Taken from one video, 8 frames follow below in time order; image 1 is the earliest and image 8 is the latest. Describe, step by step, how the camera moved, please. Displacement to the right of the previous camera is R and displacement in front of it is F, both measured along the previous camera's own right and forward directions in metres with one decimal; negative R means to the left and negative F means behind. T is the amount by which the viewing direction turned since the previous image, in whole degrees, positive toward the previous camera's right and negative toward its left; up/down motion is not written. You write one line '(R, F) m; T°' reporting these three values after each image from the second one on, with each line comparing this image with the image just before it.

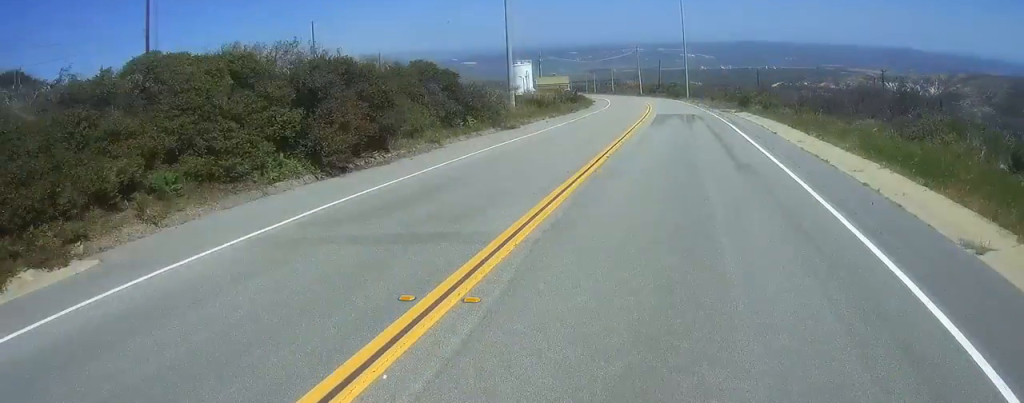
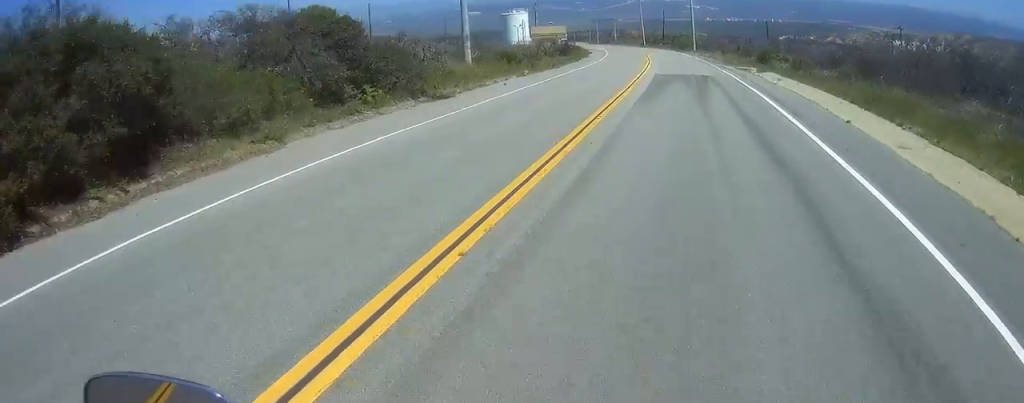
(0.0, +10.7) m; 0°
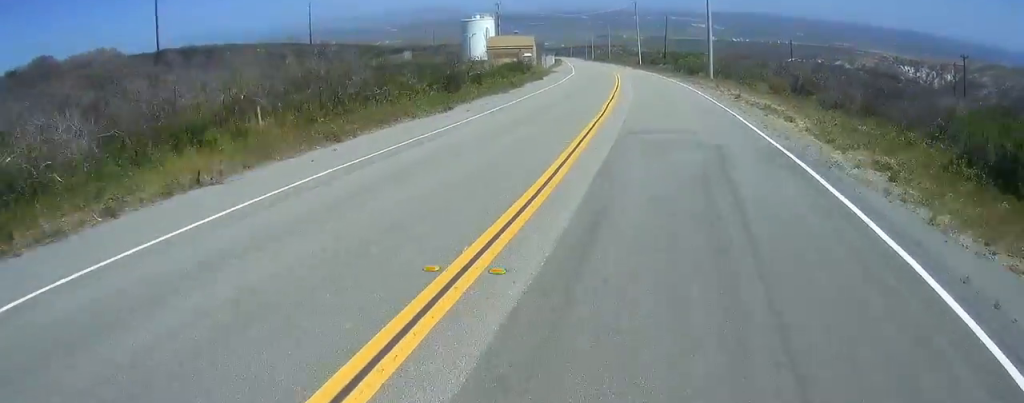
(+0.3, +36.8) m; +1°
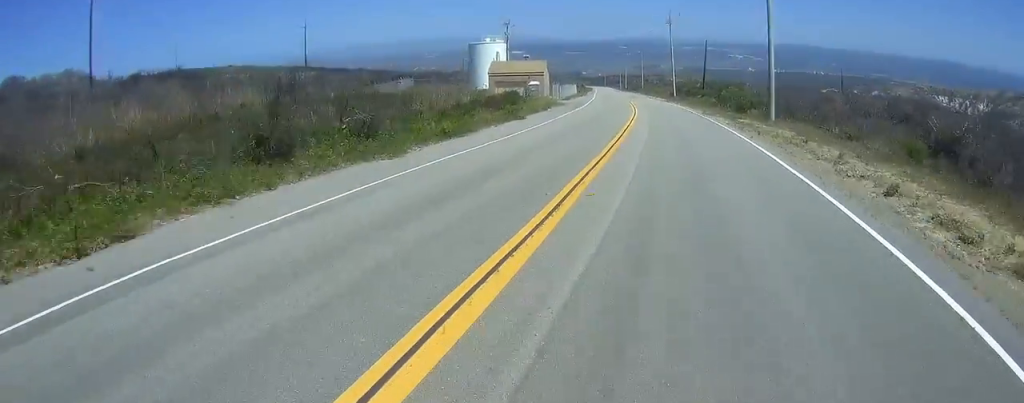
(0.0, +18.9) m; -1°
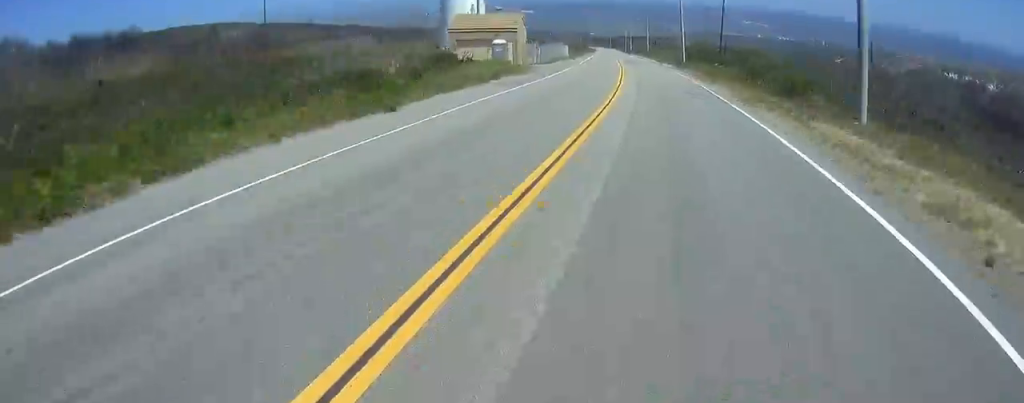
(-0.4, +18.6) m; -2°
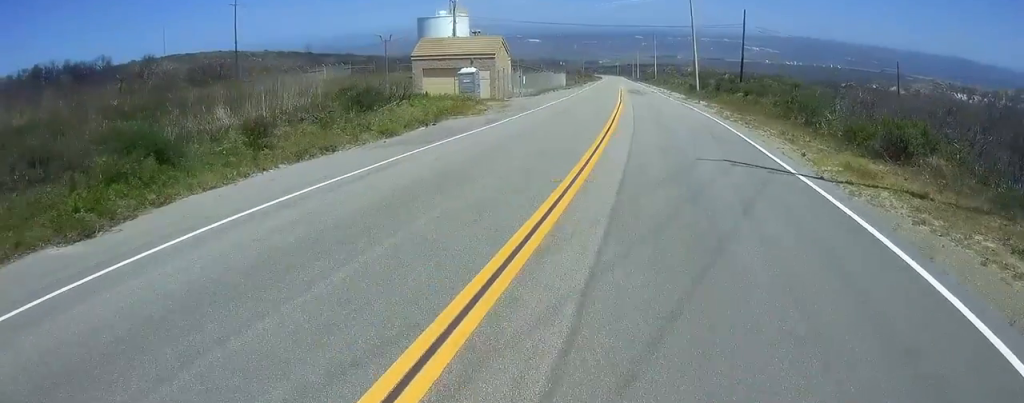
(-0.2, +12.0) m; -1°
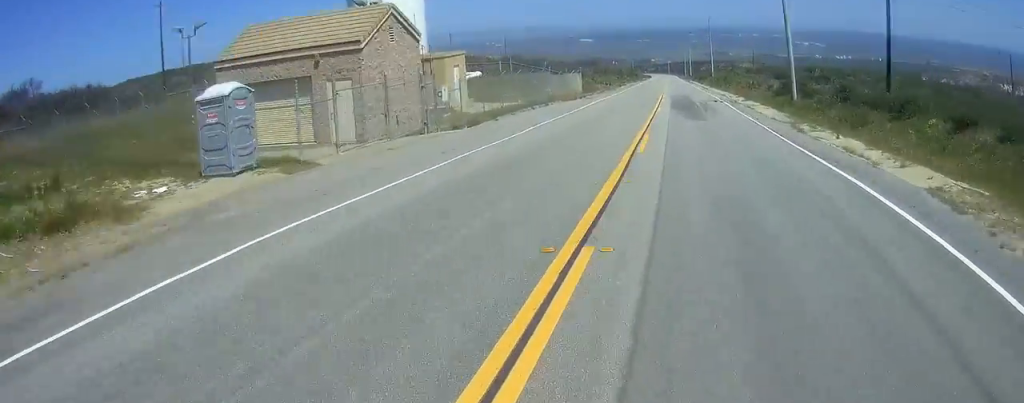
(-0.8, +30.4) m; -3°
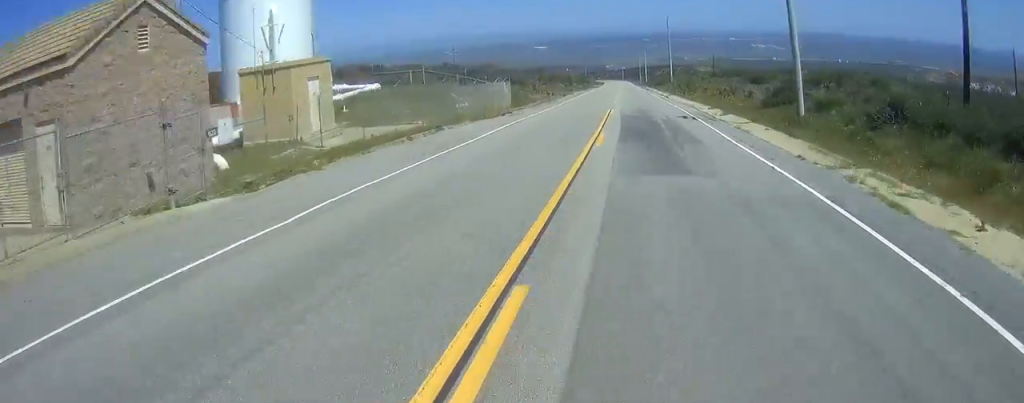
(-0.1, +11.7) m; -1°
